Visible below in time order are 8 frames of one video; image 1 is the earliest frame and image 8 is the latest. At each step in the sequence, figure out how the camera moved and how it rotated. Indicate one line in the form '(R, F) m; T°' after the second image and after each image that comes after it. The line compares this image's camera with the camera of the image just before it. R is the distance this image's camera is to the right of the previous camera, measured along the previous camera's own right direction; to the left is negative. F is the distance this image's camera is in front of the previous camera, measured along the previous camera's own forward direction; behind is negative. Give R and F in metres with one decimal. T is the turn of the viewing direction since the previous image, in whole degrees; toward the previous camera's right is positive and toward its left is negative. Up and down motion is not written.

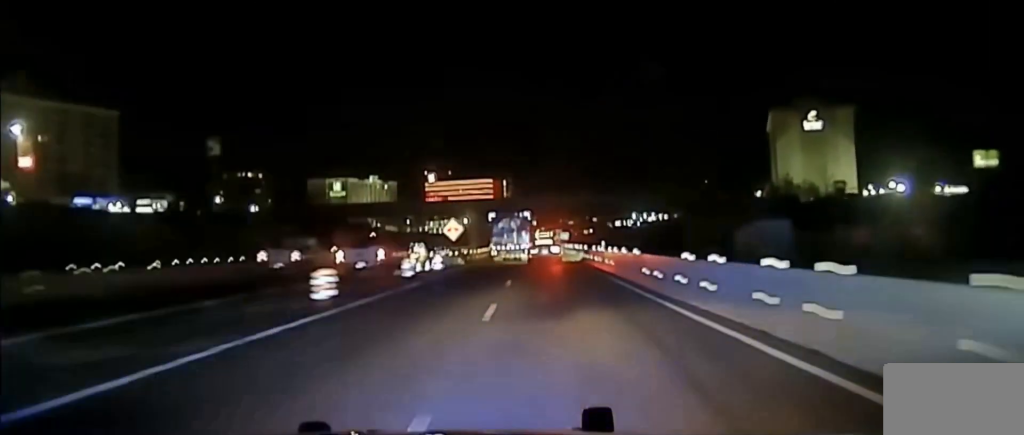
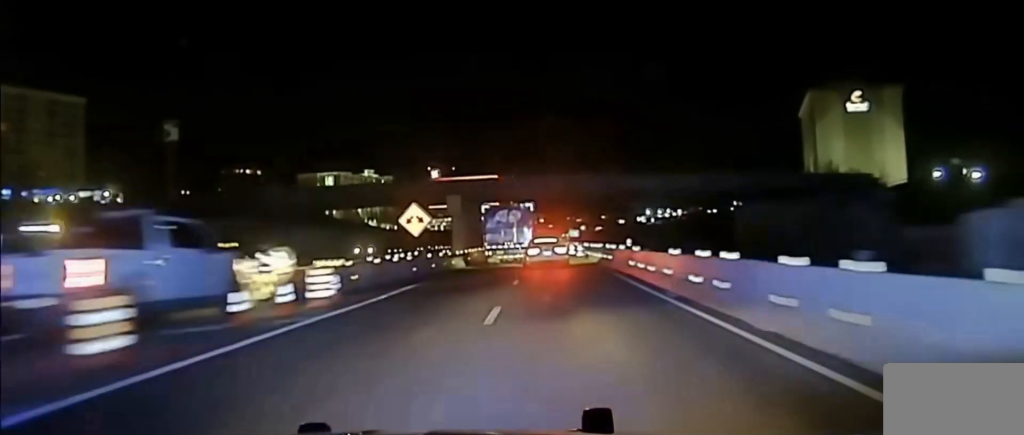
(+0.6, +27.2) m; +1°
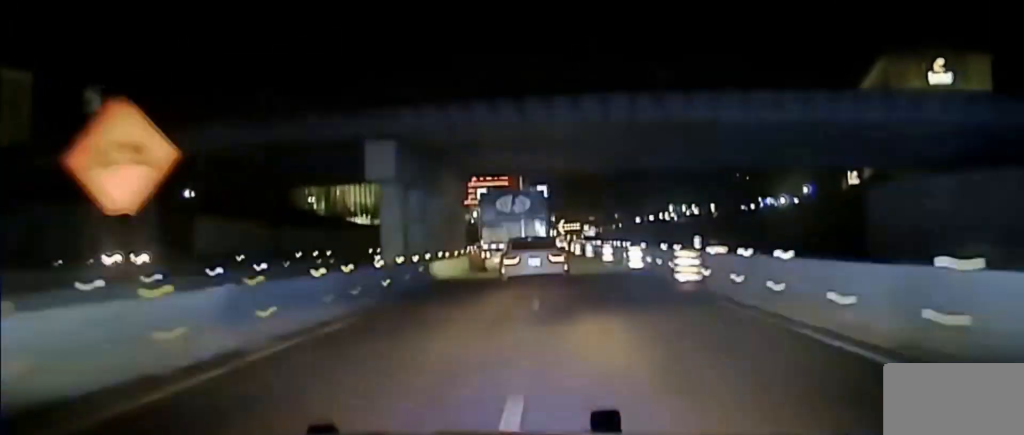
(-0.1, +38.5) m; 0°
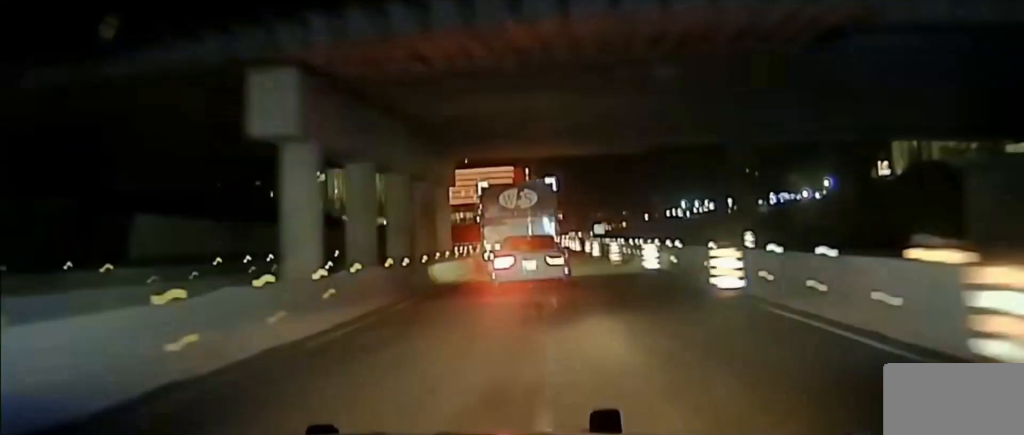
(0.0, +15.7) m; 0°
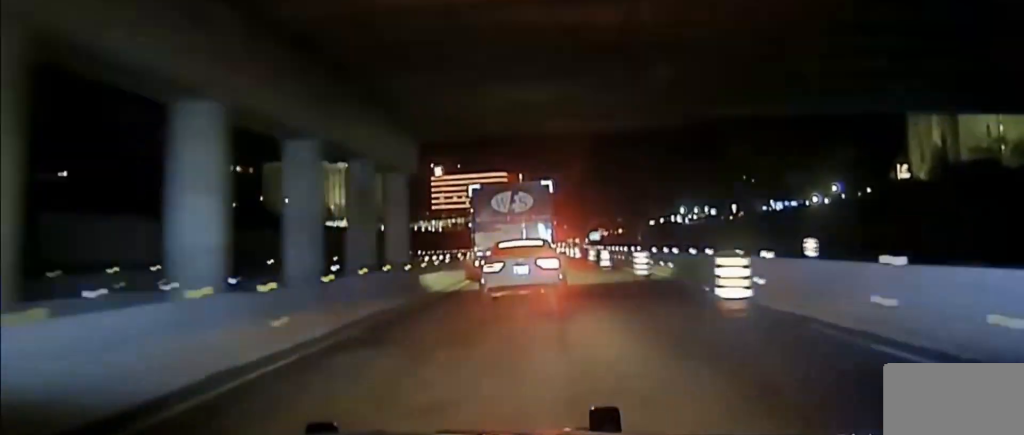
(-0.1, +16.3) m; 0°
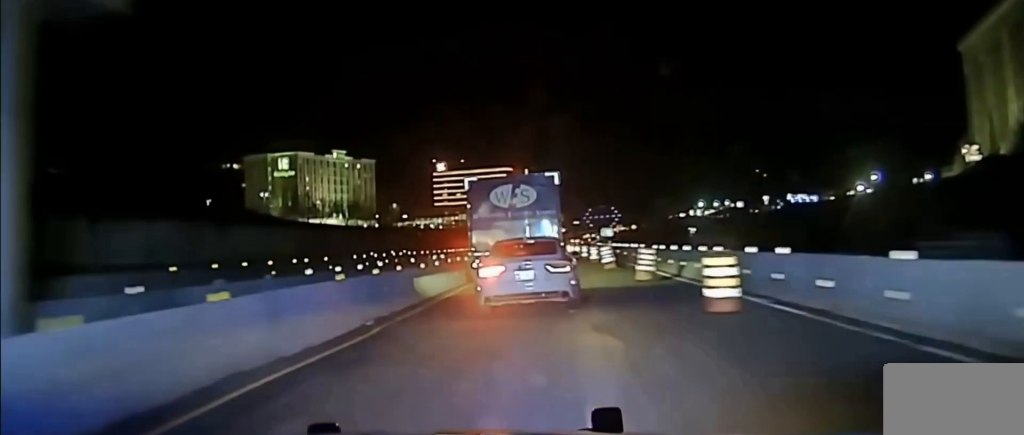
(+0.4, +28.8) m; +1°
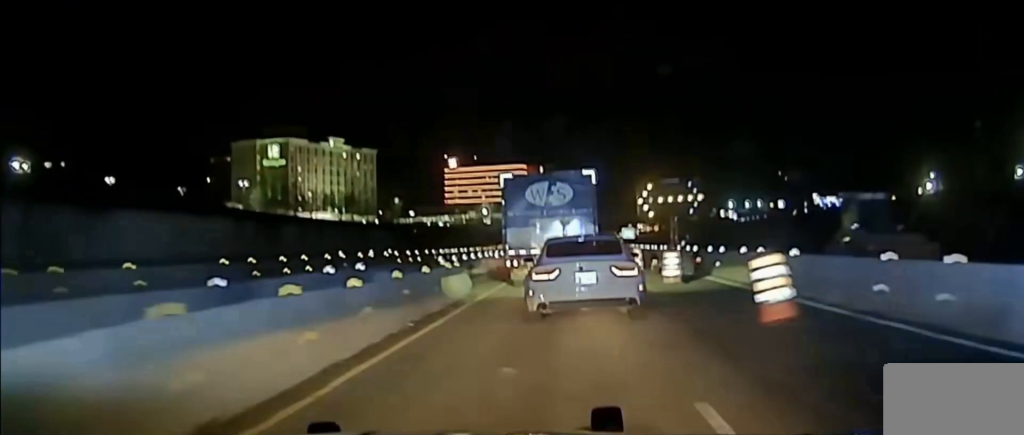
(+0.3, +26.0) m; 0°
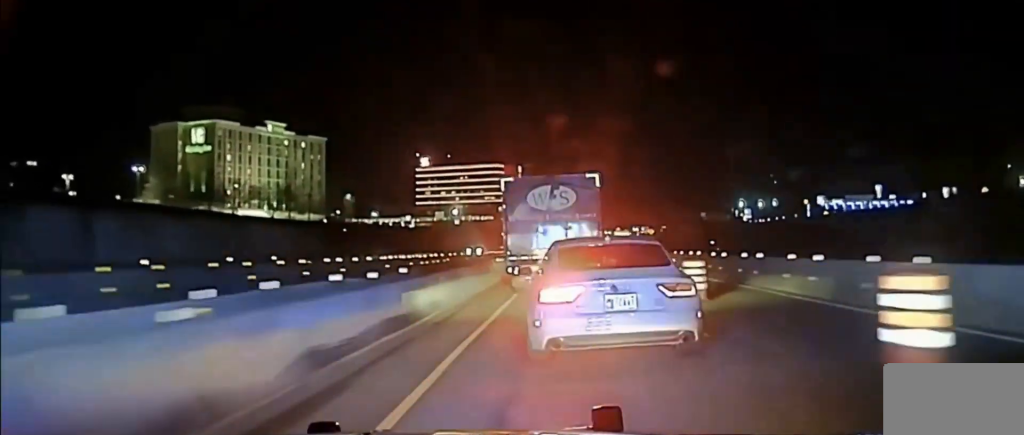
(-1.7, +34.7) m; -3°
